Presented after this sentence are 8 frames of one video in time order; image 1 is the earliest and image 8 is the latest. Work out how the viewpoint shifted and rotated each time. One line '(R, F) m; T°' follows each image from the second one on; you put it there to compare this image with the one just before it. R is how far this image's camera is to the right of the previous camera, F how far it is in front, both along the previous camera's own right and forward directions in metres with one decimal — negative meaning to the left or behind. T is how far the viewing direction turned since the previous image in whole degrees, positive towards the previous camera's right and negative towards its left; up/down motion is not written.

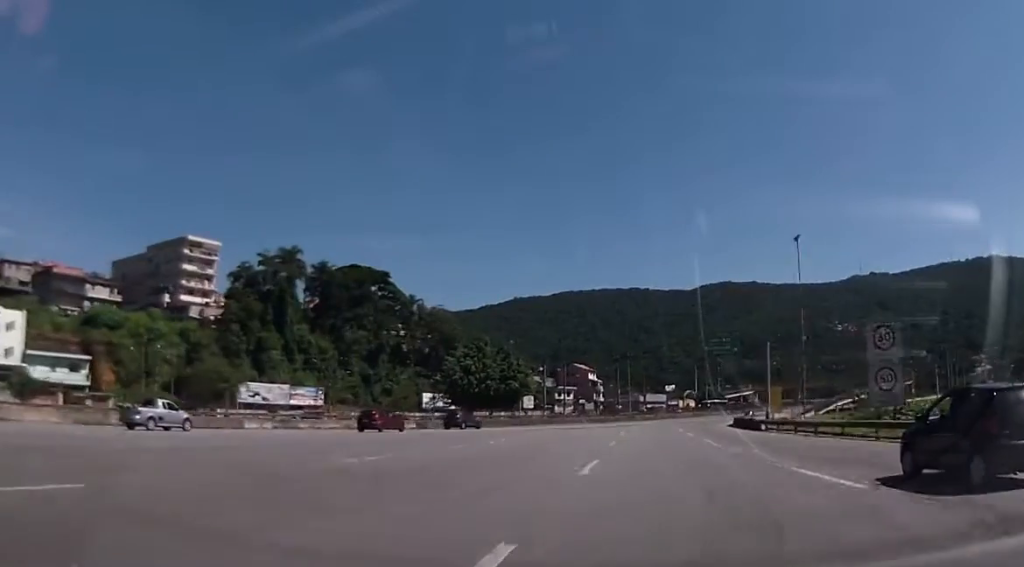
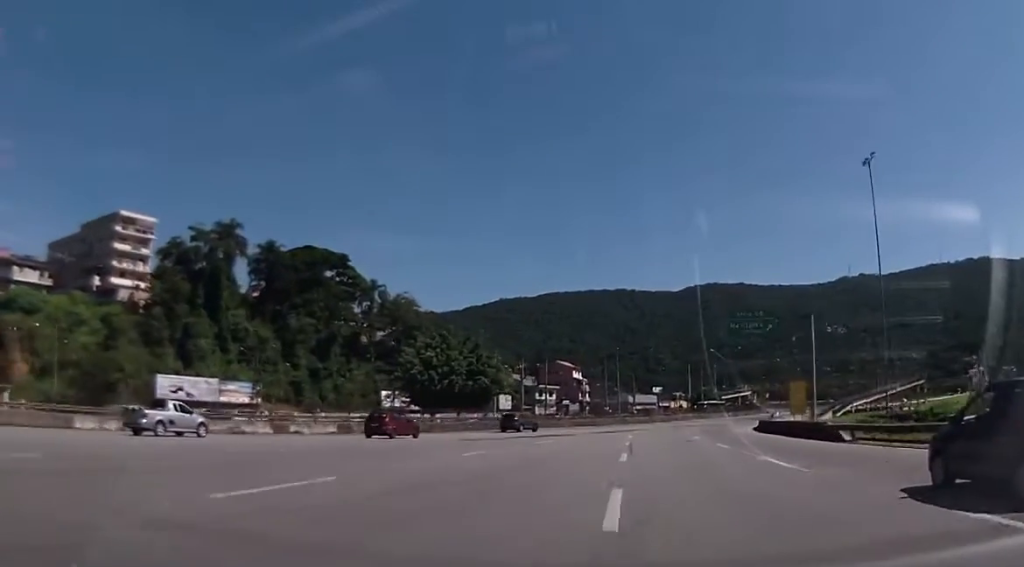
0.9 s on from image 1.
(+0.3, +19.2) m; +2°
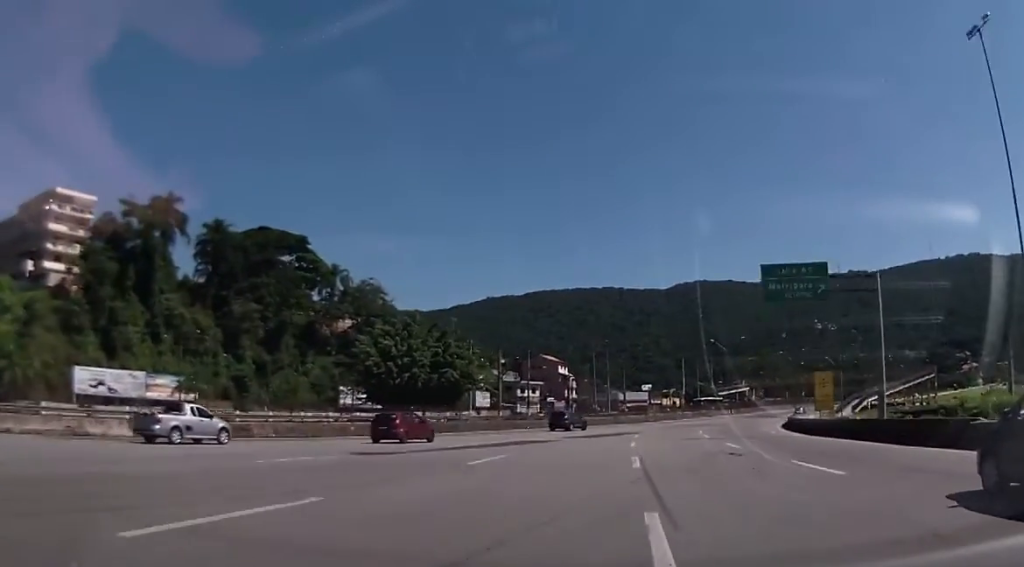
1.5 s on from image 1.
(+0.3, +15.2) m; +1°
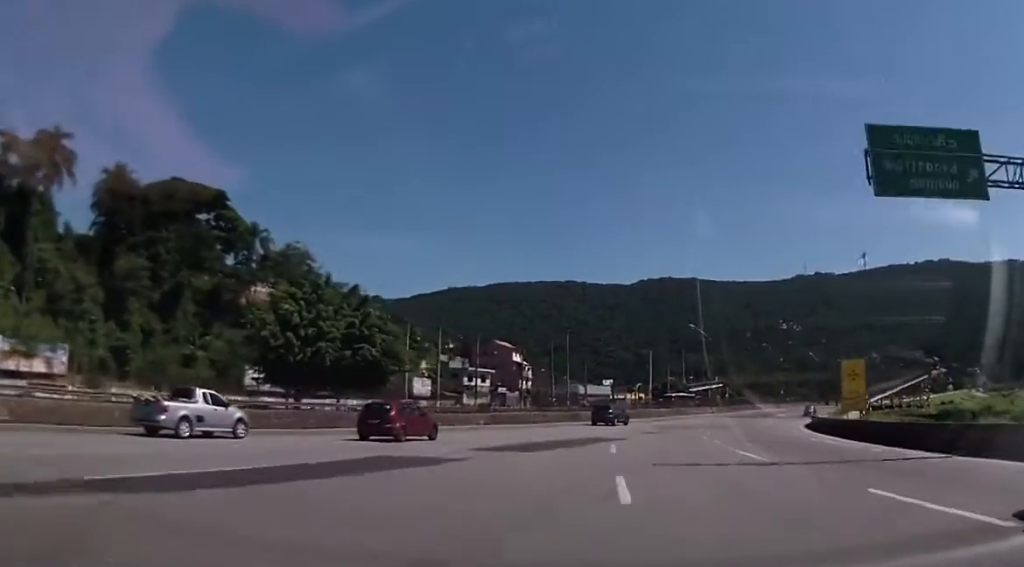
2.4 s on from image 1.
(+0.3, +19.2) m; +2°
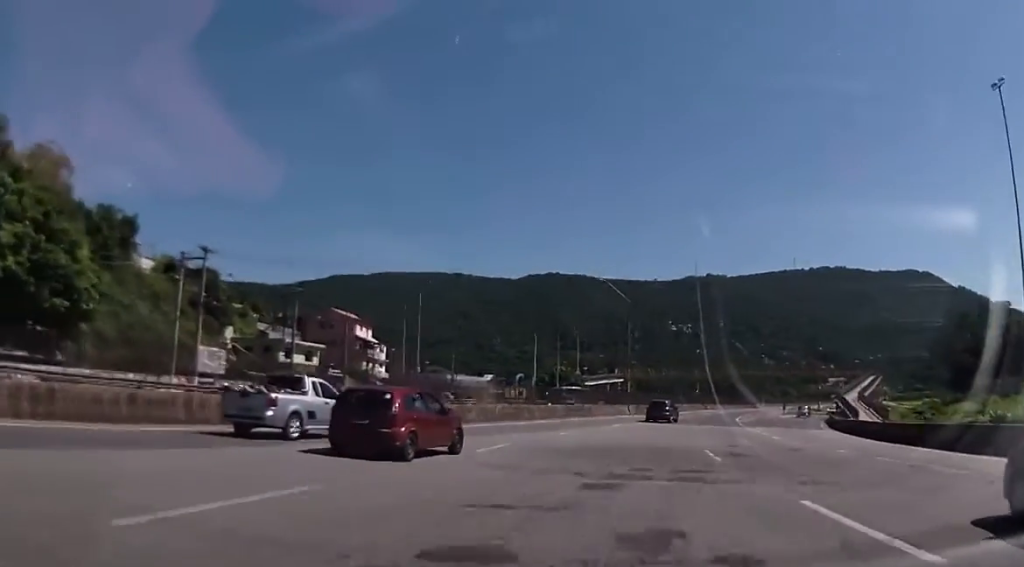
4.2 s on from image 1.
(+2.3, +40.7) m; +8°
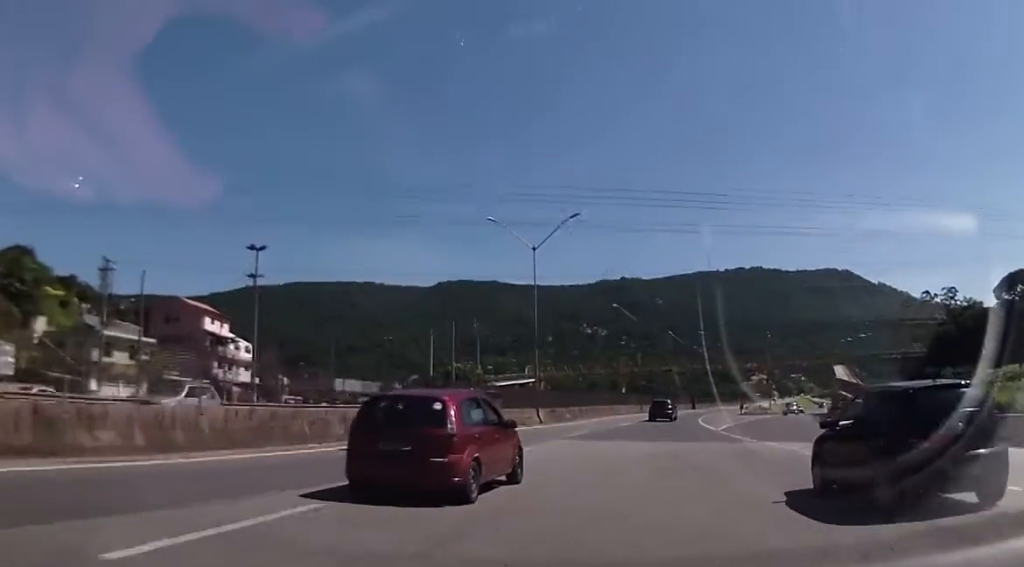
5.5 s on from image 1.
(+1.4, +26.6) m; +6°
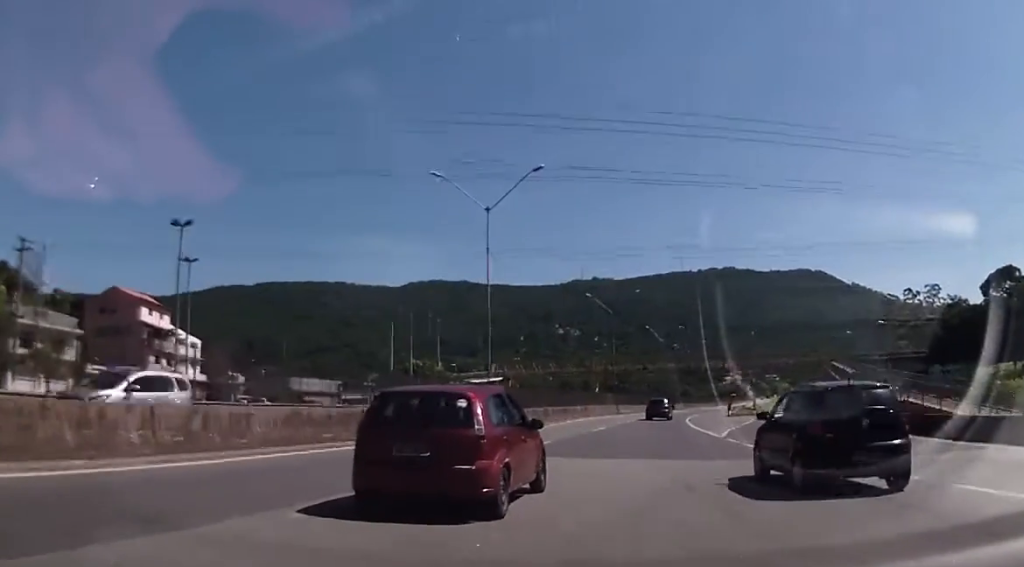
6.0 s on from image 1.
(-0.1, +9.9) m; +2°
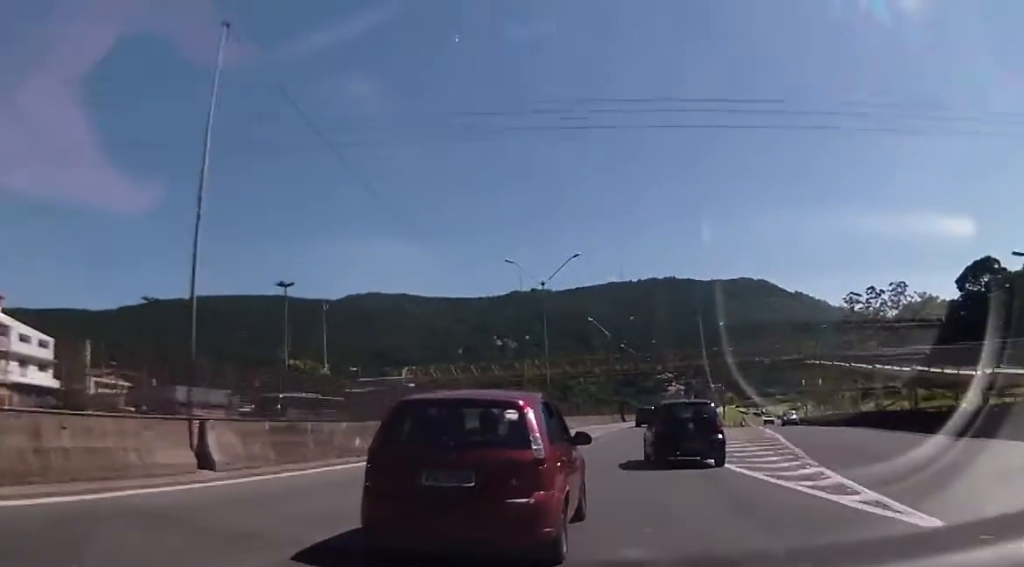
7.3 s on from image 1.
(+1.7, +24.9) m; +5°
